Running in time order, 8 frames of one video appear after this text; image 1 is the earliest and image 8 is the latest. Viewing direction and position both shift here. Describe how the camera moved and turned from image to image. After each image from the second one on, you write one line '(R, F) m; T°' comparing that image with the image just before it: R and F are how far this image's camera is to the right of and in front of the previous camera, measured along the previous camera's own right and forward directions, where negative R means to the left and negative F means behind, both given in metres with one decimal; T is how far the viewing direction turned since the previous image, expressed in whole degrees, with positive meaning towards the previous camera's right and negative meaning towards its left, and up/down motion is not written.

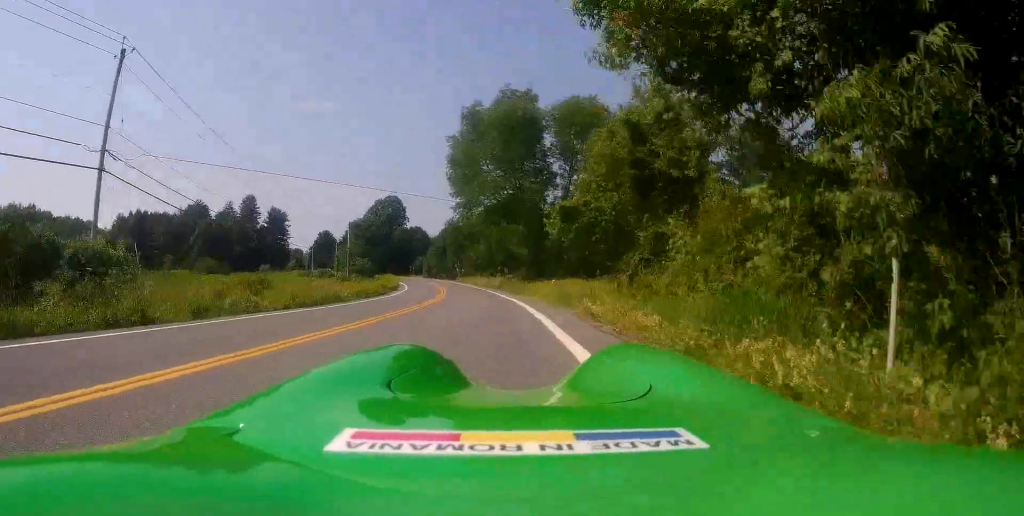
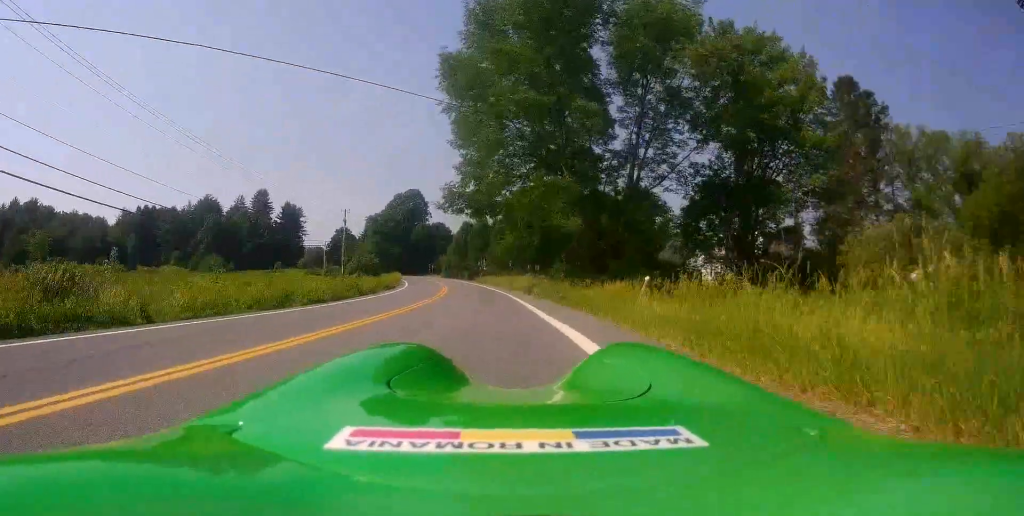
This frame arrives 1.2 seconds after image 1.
(-0.2, +17.9) m; -1°
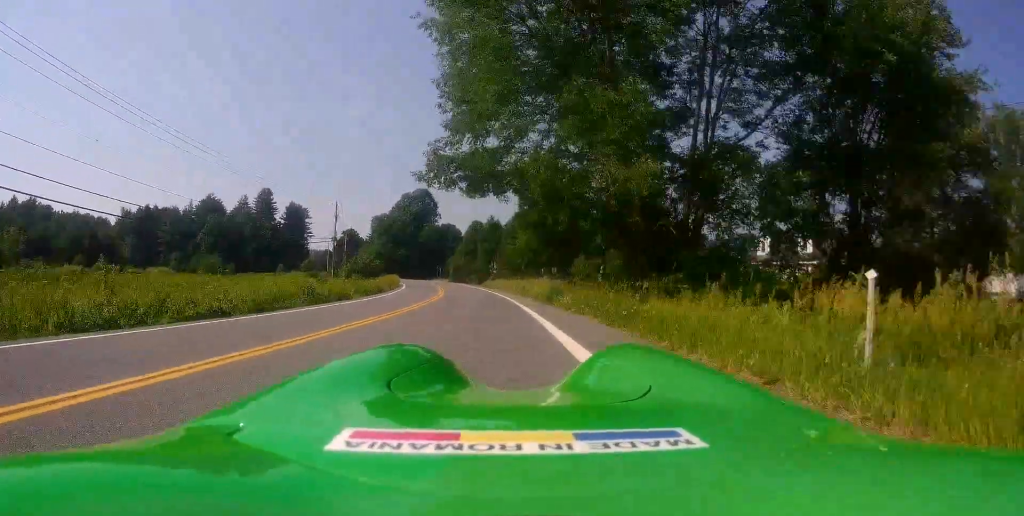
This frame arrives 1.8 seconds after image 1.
(+0.2, +9.2) m; -1°
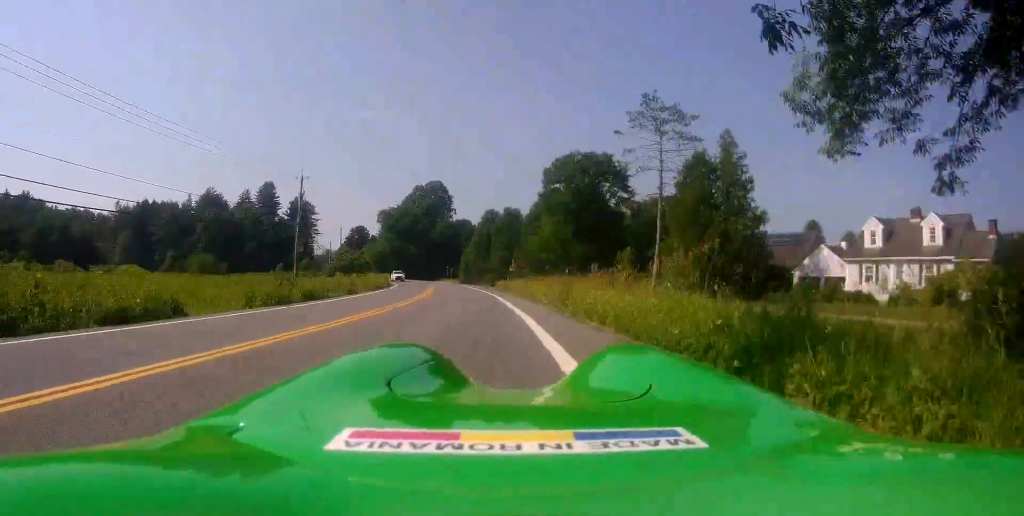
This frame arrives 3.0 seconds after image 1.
(-0.8, +17.5) m; -3°
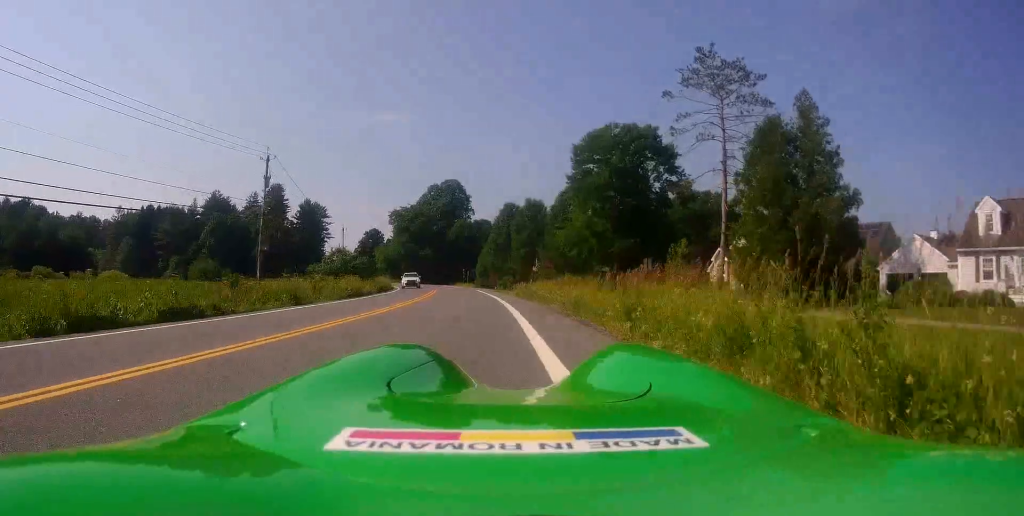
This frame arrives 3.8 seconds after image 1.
(+0.1, +11.5) m; -2°
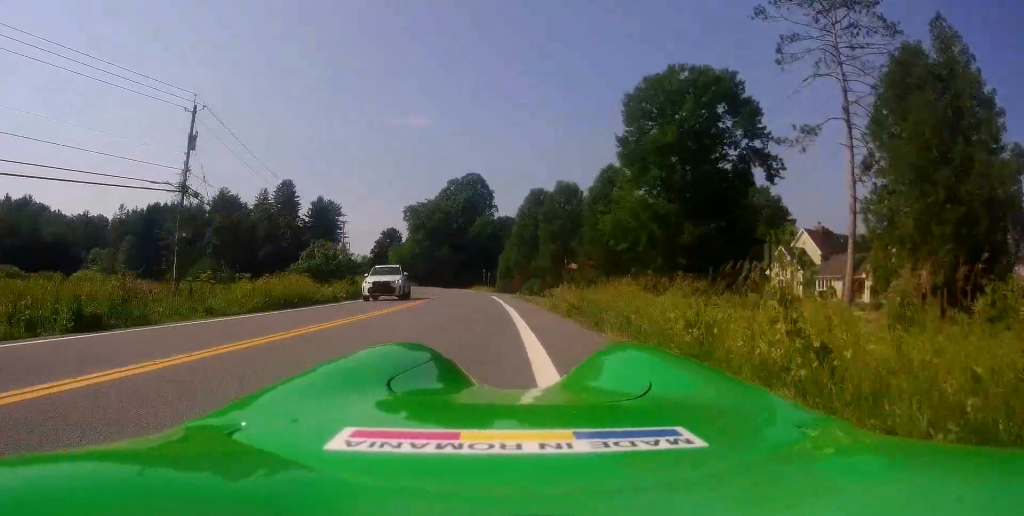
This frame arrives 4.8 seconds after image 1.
(-0.5, +13.5) m; -3°
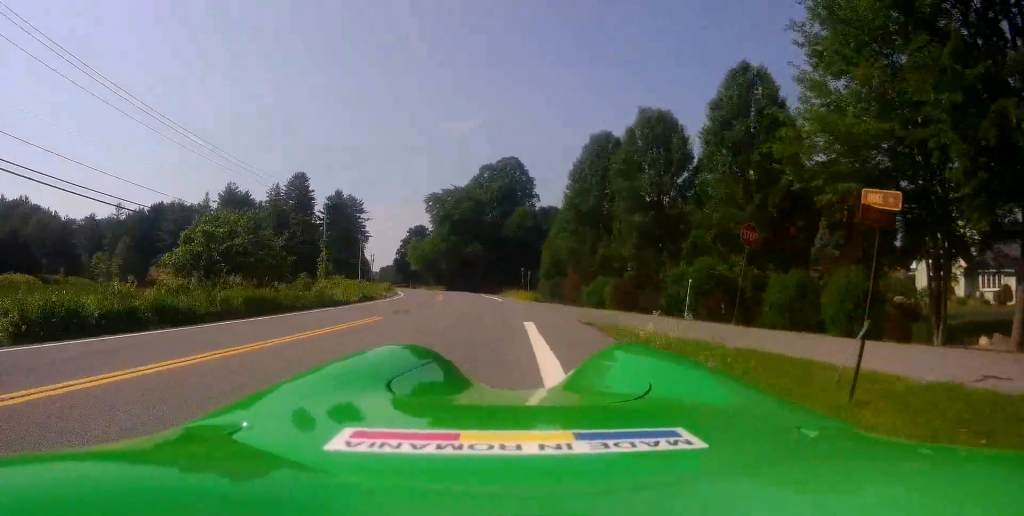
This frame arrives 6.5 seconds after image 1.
(-0.9, +25.1) m; -4°
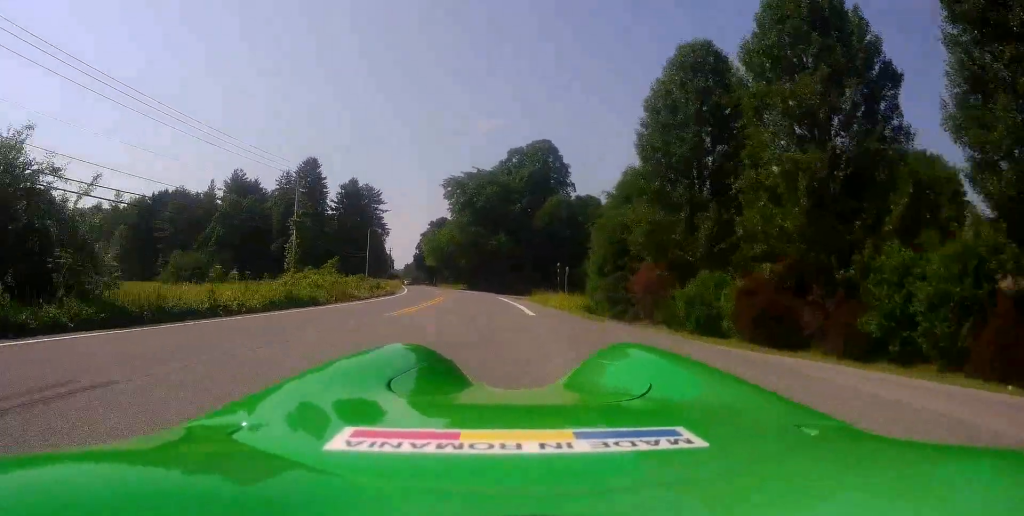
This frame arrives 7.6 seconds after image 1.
(-0.5, +16.3) m; -4°
